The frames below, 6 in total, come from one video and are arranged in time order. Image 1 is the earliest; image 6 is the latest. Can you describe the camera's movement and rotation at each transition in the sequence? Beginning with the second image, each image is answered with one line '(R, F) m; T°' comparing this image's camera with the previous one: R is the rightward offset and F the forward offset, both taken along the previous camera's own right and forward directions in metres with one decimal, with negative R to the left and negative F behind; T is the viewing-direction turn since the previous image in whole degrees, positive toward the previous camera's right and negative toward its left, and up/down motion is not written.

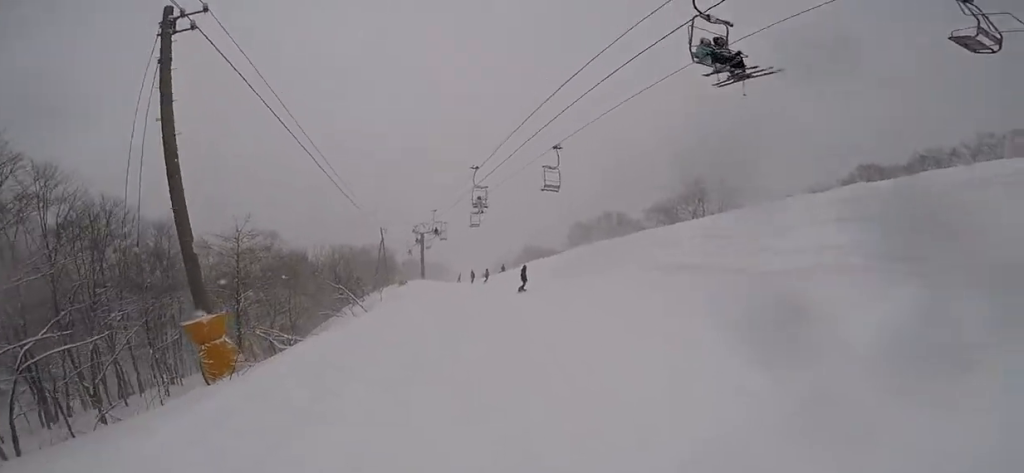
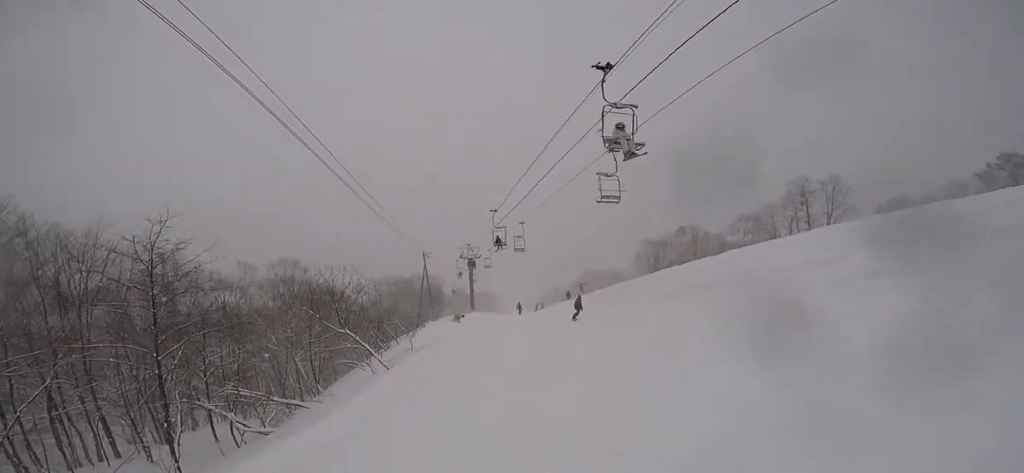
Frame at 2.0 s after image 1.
(+1.0, +10.2) m; +6°
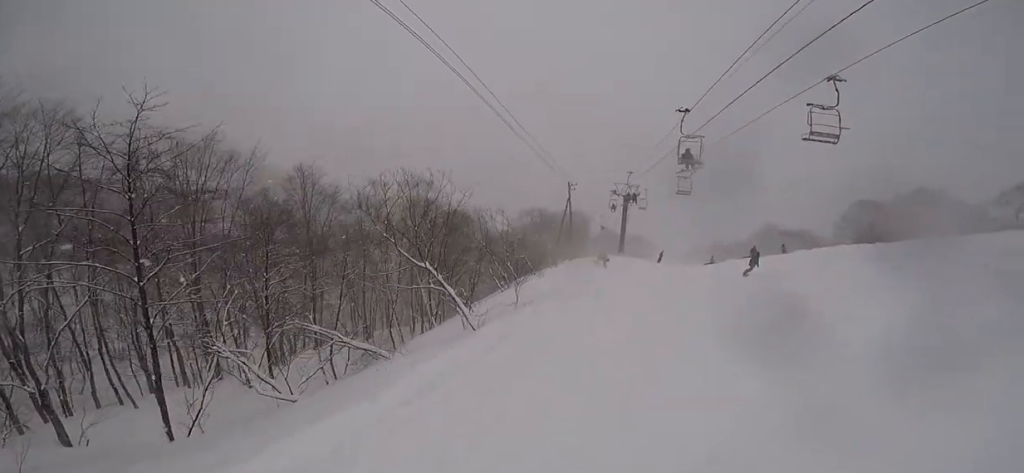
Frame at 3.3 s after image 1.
(-0.4, +6.5) m; +1°
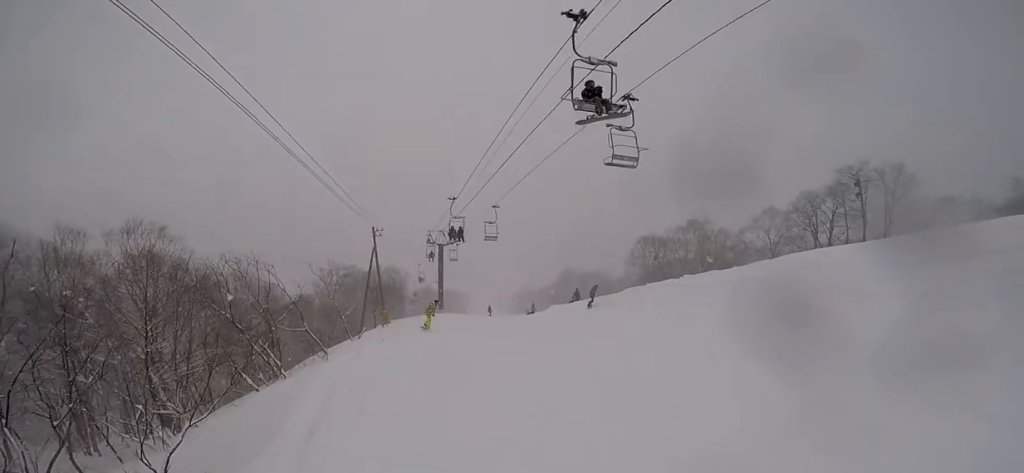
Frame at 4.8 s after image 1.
(+0.8, +8.6) m; +1°
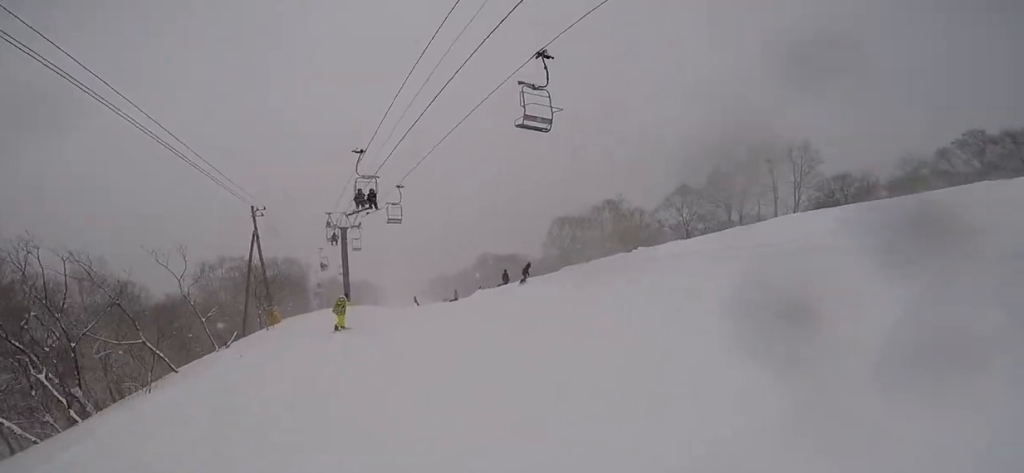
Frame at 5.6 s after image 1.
(-0.3, +4.9) m; -2°
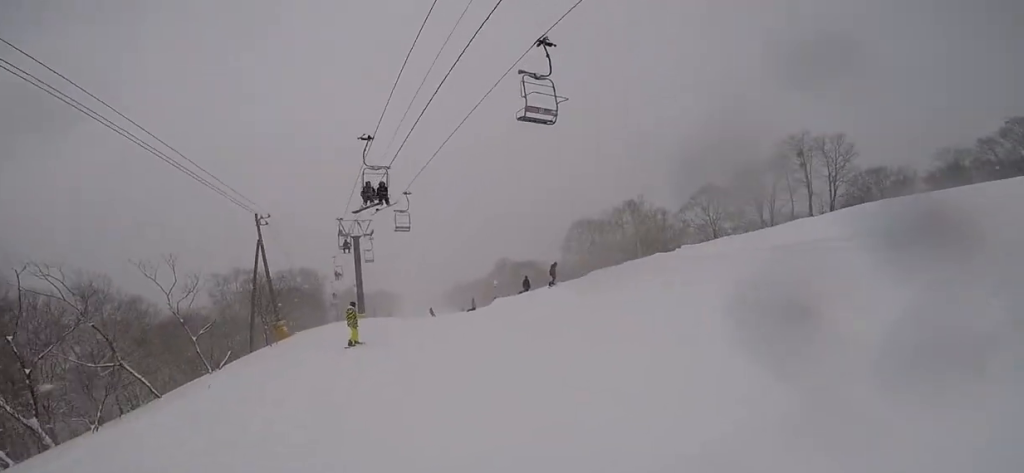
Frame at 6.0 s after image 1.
(-0.2, +2.3) m; 0°
